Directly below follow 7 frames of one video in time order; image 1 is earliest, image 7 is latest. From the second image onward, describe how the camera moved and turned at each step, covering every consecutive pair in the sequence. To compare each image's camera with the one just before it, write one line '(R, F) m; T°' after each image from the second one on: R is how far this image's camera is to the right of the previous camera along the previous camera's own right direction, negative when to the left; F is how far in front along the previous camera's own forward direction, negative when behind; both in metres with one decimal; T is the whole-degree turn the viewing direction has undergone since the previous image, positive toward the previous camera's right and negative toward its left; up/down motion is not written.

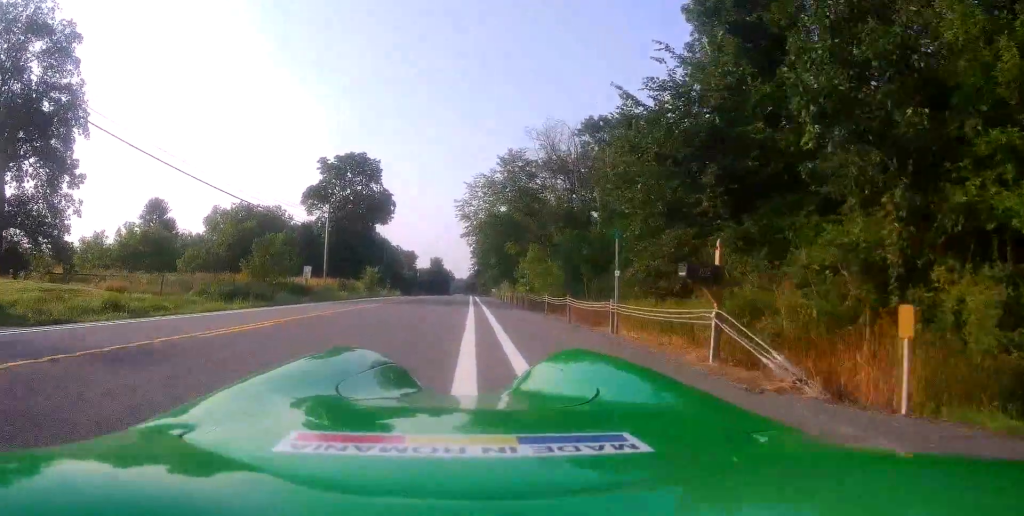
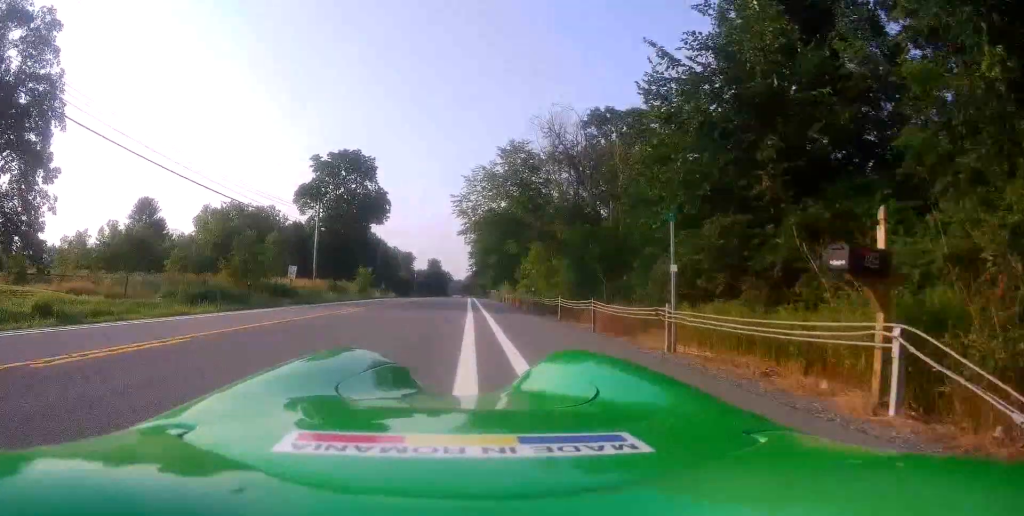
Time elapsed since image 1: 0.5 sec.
(-0.3, +2.8) m; +3°
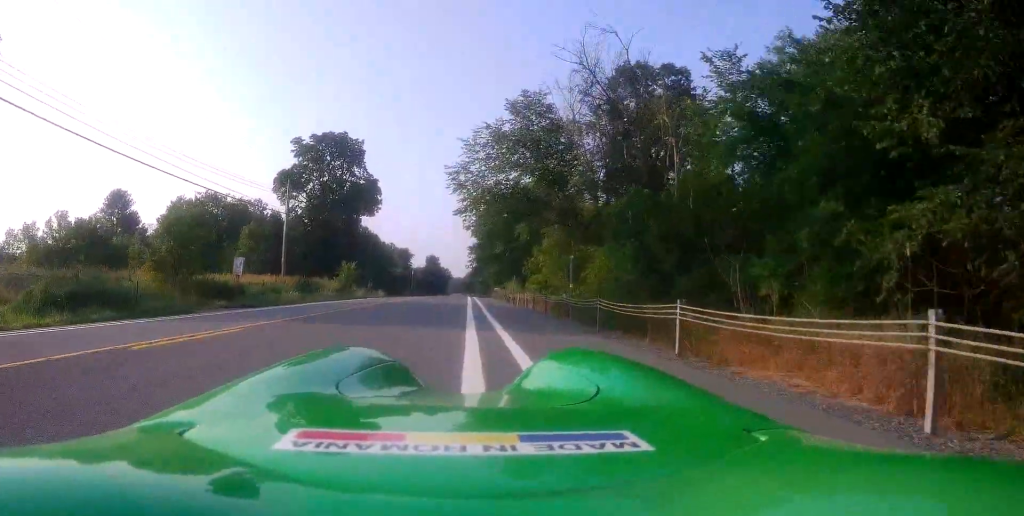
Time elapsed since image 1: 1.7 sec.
(+0.8, +9.1) m; +6°
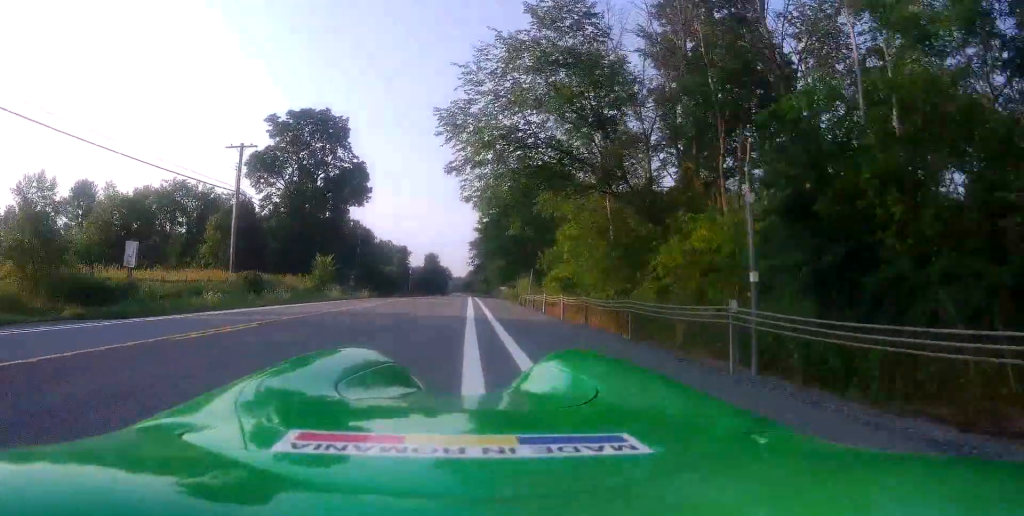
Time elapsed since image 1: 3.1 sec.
(-0.5, +12.1) m; -5°
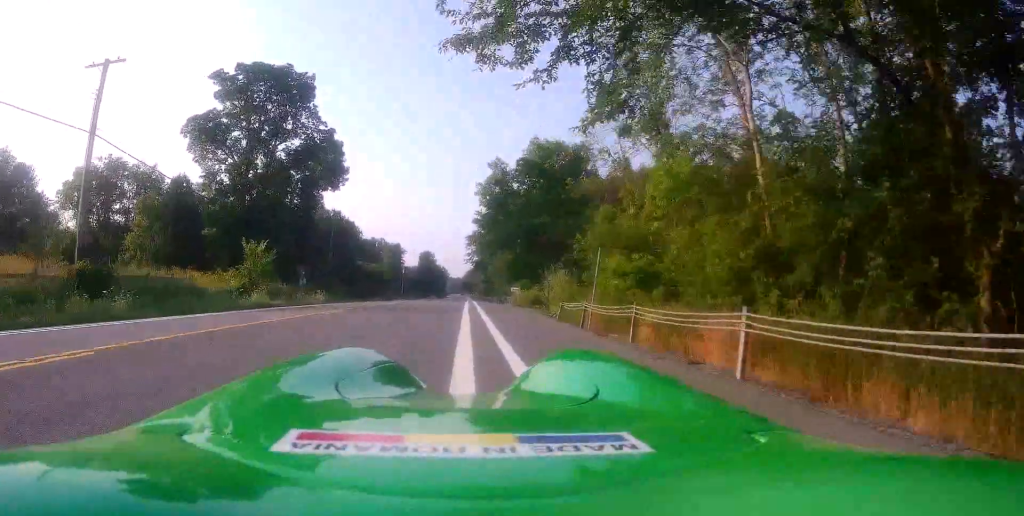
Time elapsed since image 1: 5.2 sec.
(+0.5, +17.2) m; +2°
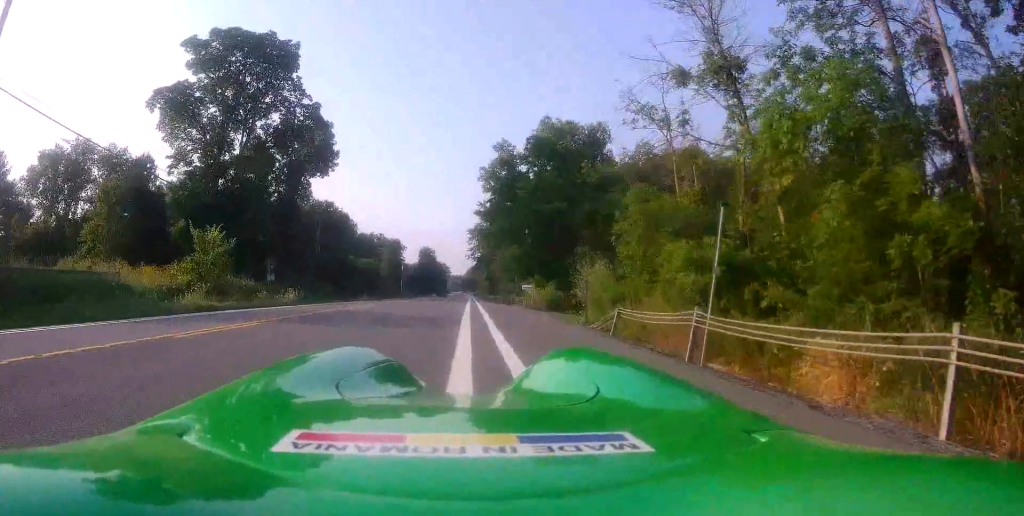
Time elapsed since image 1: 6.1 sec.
(0.0, +7.5) m; 0°
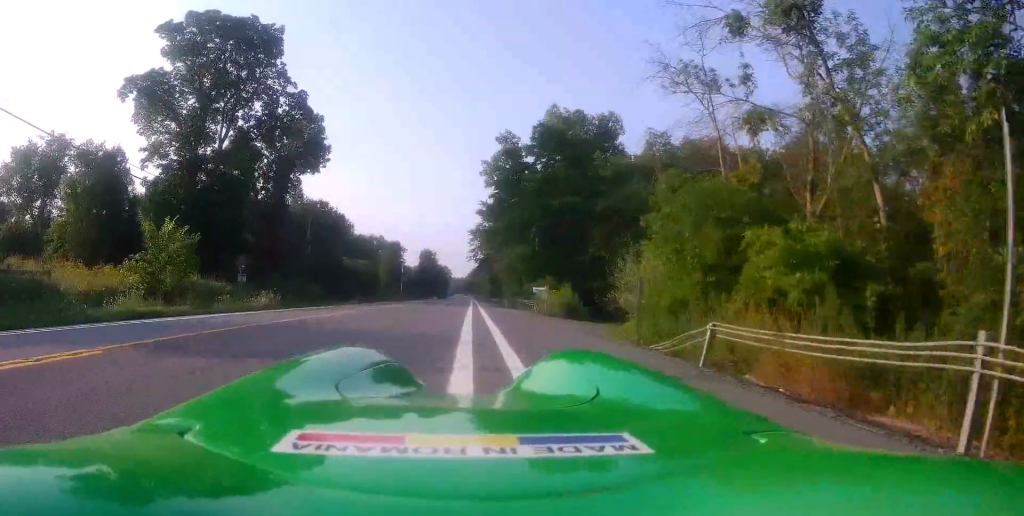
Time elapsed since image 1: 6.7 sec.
(0.0, +4.8) m; -1°
